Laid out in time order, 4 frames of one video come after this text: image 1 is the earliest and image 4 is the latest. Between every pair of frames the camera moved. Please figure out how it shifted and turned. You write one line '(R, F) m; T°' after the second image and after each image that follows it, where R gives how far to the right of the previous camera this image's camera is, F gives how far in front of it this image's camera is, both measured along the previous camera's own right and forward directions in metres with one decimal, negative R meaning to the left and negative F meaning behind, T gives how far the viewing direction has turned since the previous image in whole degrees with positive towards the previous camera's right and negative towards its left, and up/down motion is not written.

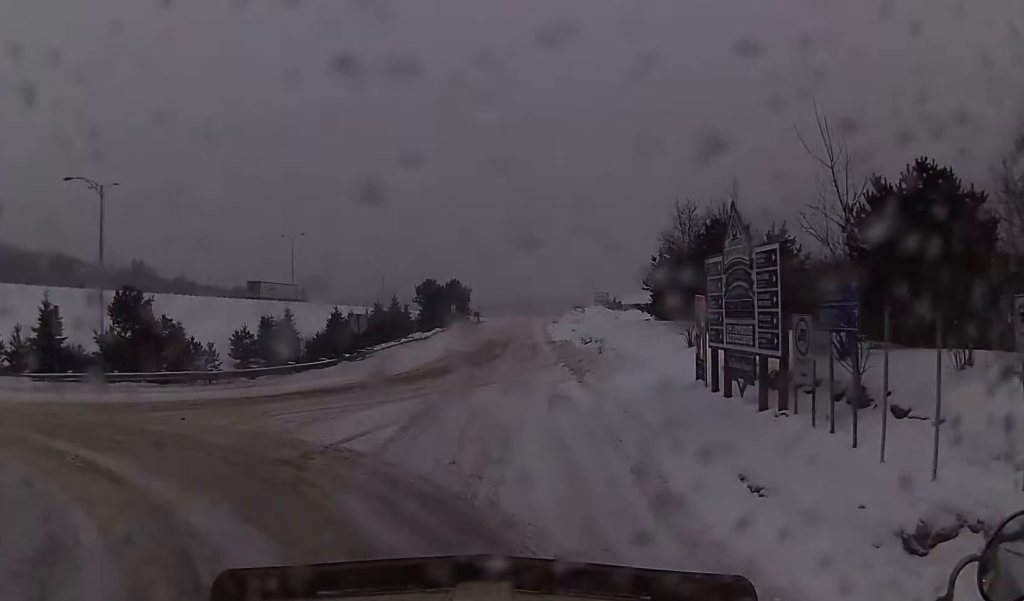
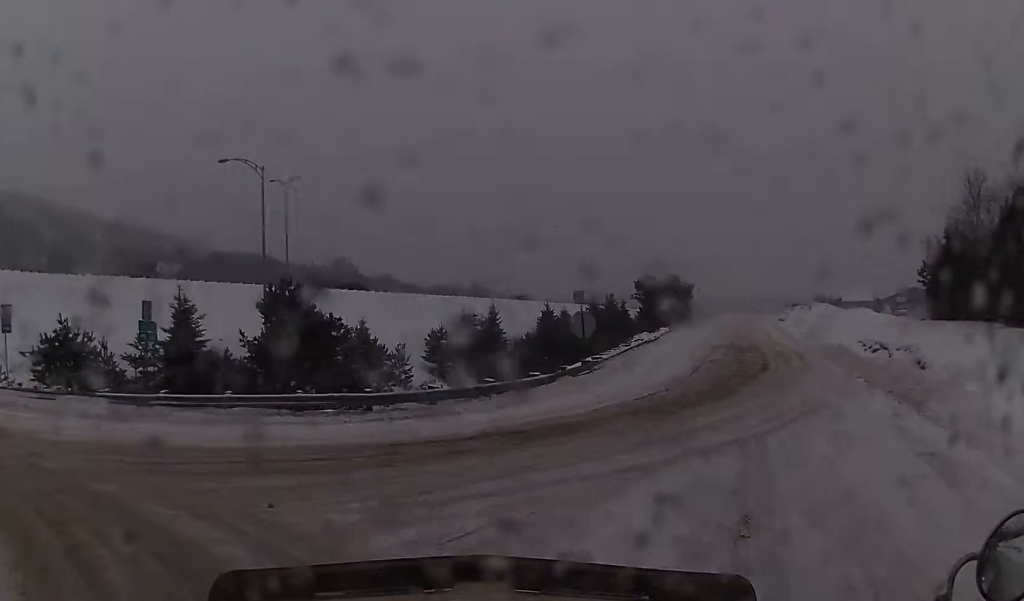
(-0.4, +9.7) m; -19°
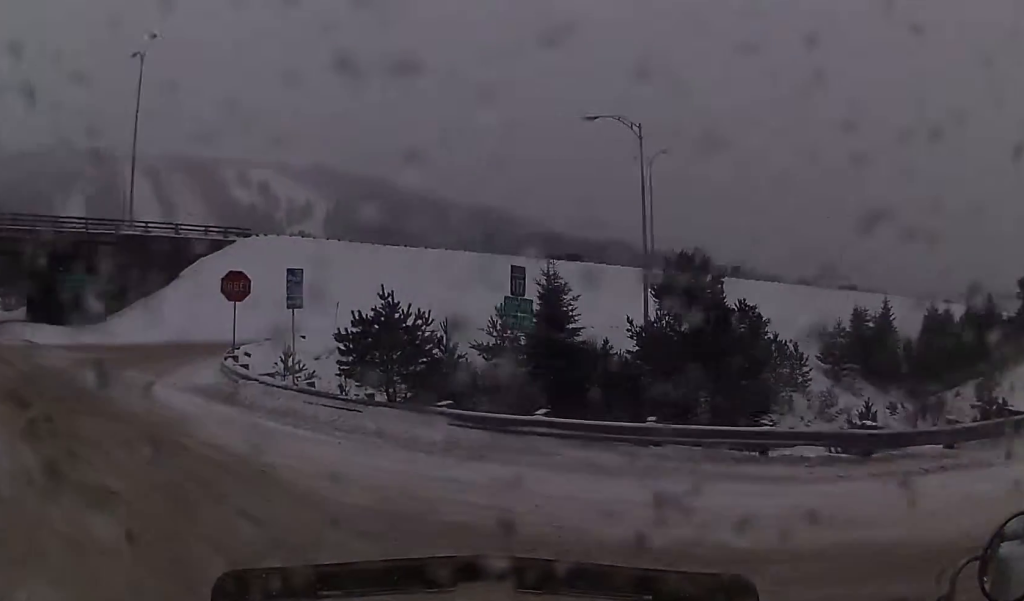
(-2.5, +7.0) m; -30°
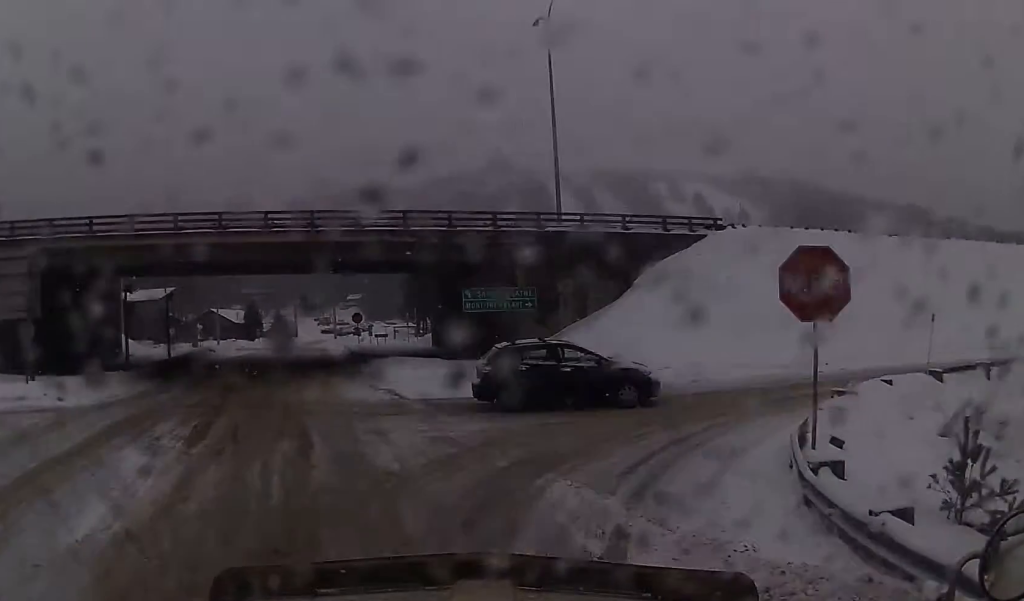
(-3.7, +12.2) m; -29°
